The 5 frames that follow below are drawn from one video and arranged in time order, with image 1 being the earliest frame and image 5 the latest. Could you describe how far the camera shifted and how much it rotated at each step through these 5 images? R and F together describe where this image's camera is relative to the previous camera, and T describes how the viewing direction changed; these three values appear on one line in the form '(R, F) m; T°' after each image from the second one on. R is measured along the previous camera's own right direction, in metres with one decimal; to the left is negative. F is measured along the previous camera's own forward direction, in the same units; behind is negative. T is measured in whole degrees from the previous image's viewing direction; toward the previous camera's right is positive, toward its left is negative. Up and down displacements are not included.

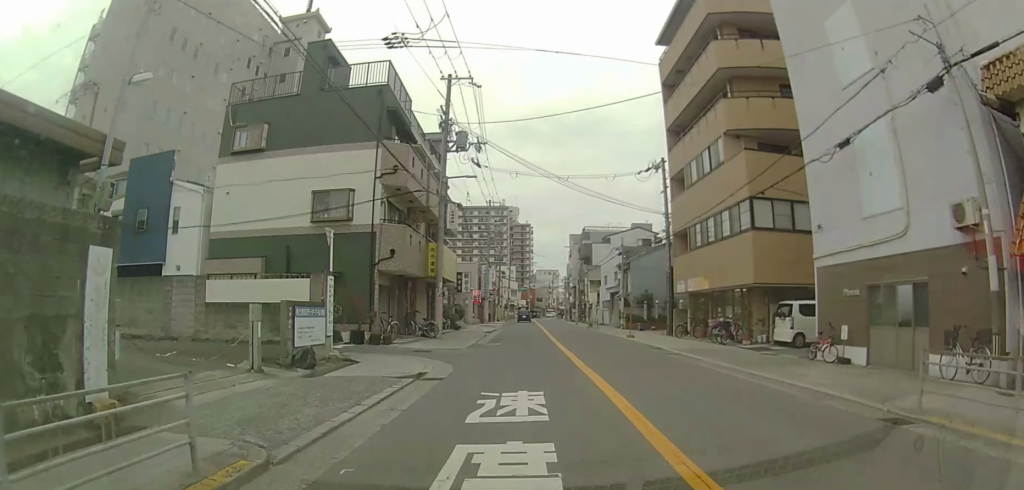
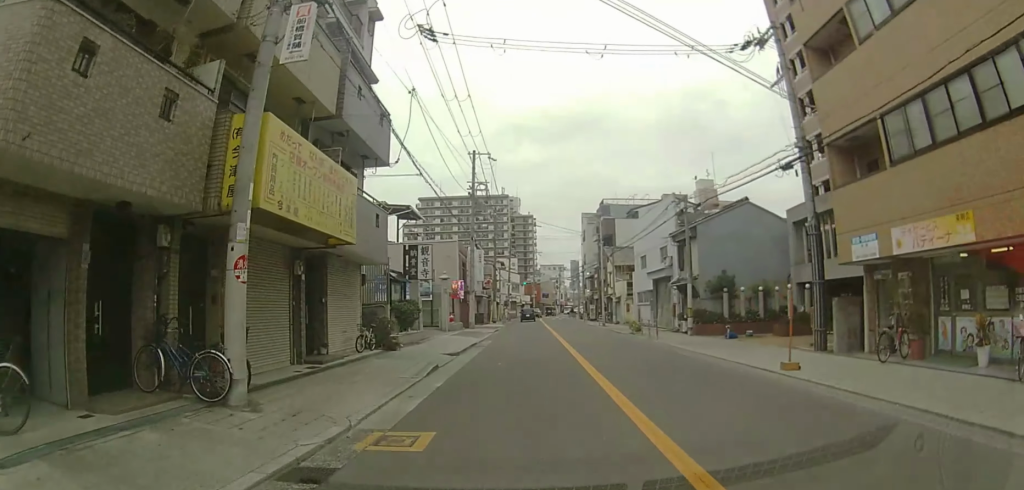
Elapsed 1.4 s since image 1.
(0.0, +16.4) m; 0°
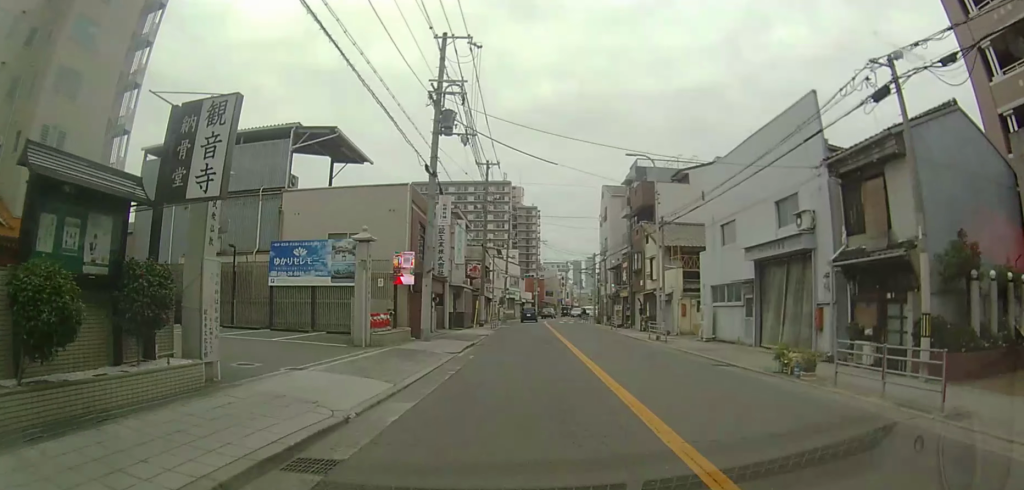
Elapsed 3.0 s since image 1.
(0.0, +17.7) m; 0°
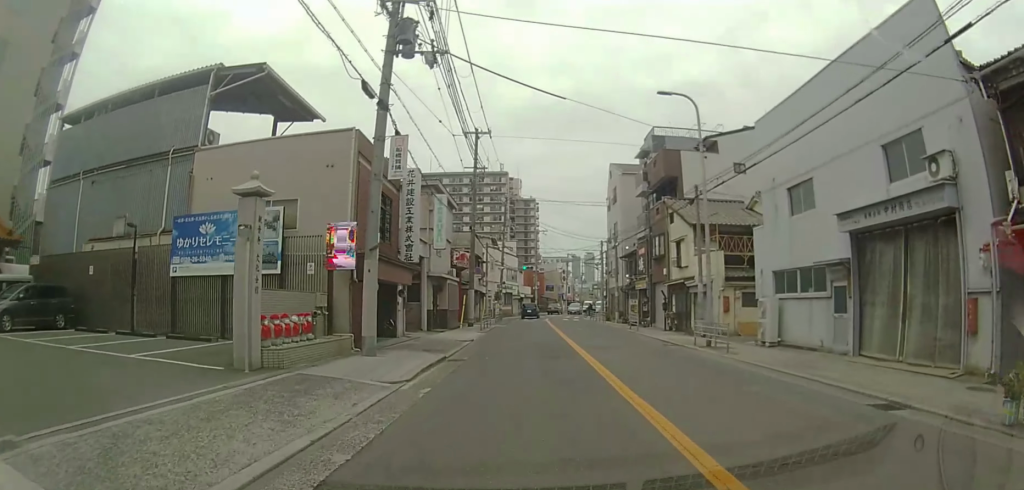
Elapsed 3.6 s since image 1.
(0.0, +7.0) m; 0°
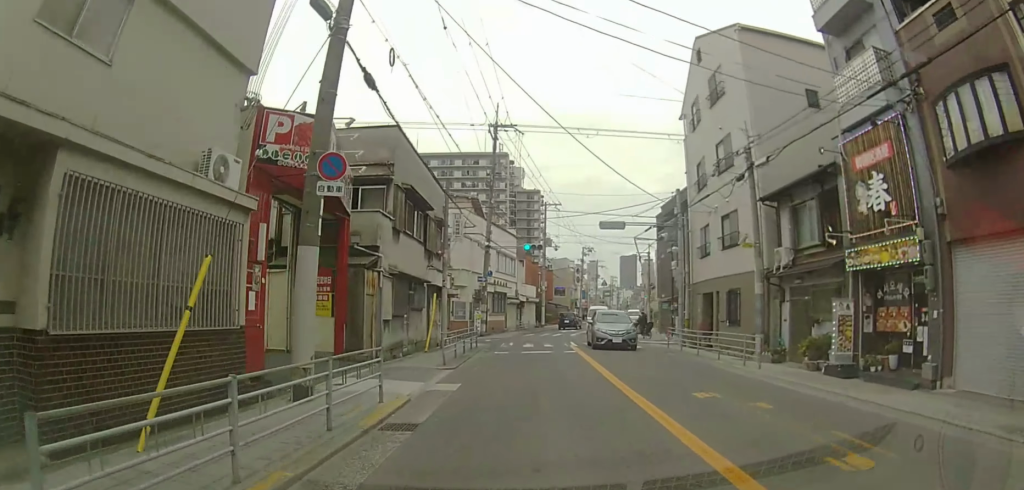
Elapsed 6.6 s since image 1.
(-0.1, +26.7) m; -1°
